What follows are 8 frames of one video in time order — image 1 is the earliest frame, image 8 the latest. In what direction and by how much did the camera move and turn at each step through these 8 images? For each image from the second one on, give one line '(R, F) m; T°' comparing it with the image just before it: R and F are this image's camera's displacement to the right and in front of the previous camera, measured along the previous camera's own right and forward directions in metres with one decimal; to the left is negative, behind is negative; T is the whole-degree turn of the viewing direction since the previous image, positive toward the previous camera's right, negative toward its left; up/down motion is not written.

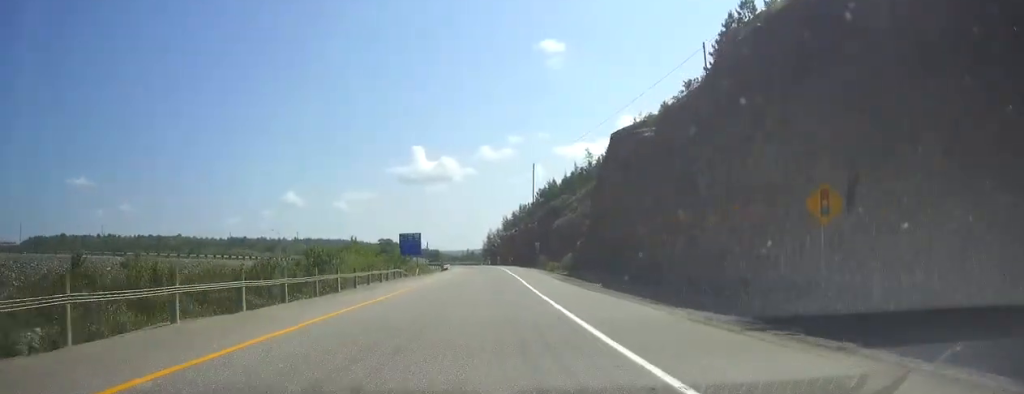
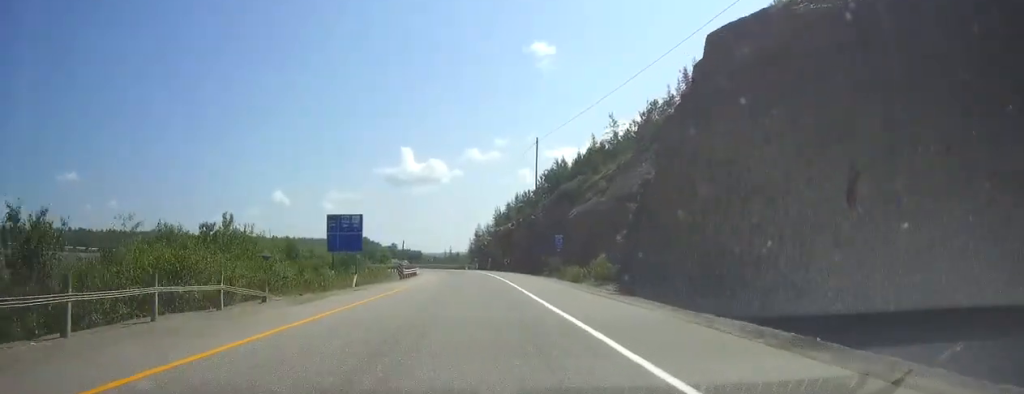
(+0.8, +31.6) m; +2°
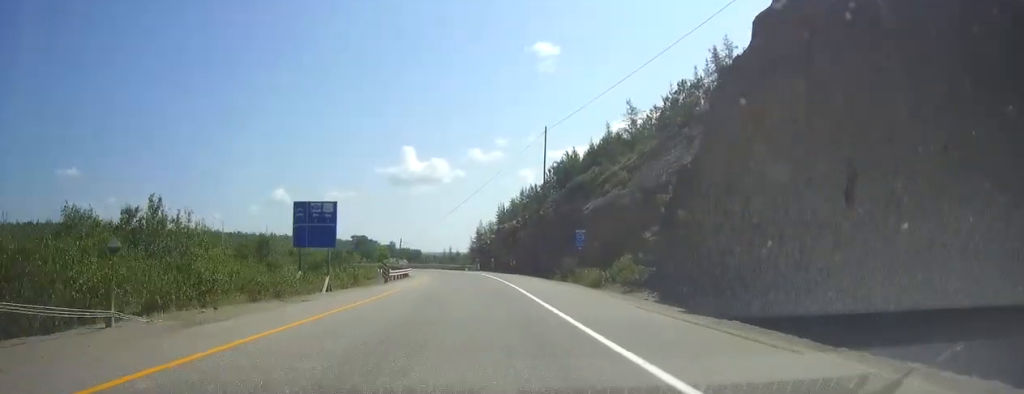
(0.0, +8.9) m; 0°
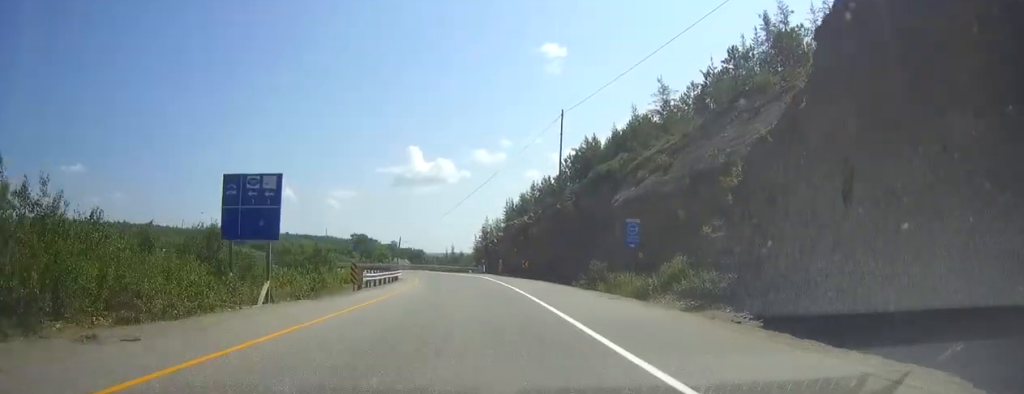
(0.0, +11.5) m; 0°
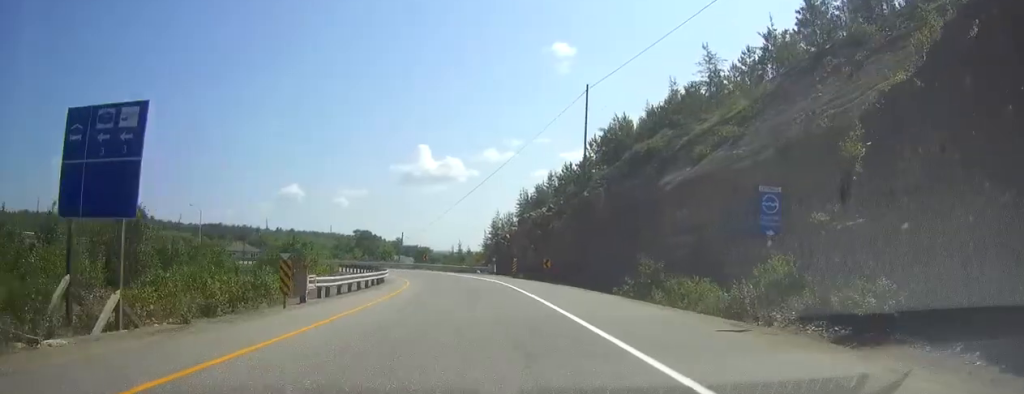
(0.0, +11.9) m; 0°
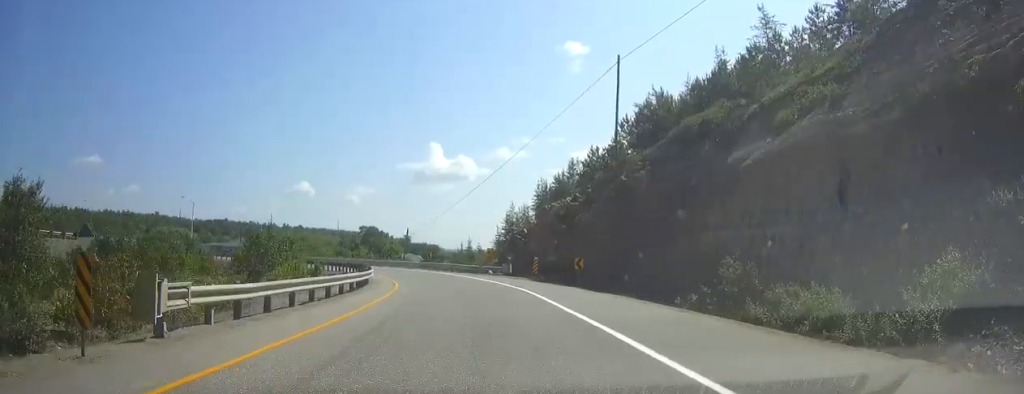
(0.0, +10.5) m; 0°
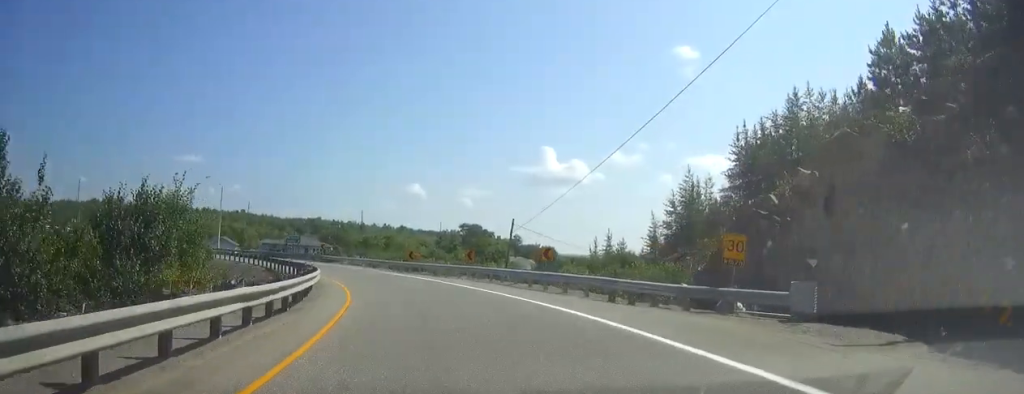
(-1.5, +38.5) m; -7°
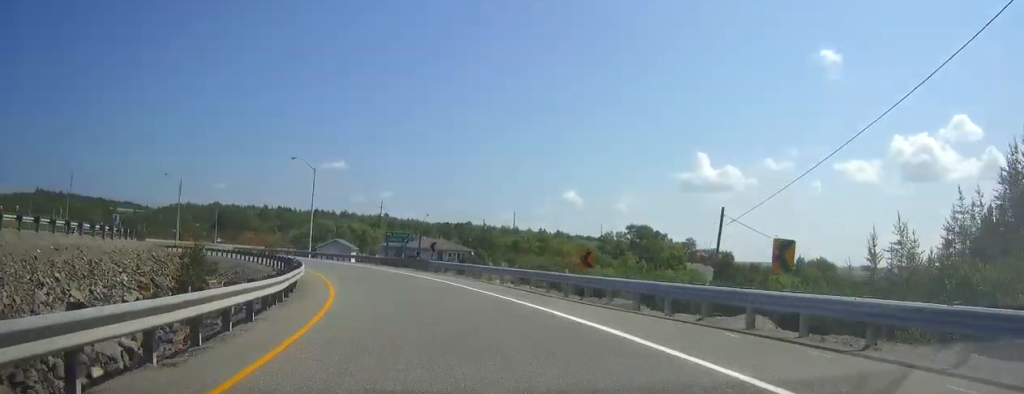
(-2.6, +27.8) m; -11°
